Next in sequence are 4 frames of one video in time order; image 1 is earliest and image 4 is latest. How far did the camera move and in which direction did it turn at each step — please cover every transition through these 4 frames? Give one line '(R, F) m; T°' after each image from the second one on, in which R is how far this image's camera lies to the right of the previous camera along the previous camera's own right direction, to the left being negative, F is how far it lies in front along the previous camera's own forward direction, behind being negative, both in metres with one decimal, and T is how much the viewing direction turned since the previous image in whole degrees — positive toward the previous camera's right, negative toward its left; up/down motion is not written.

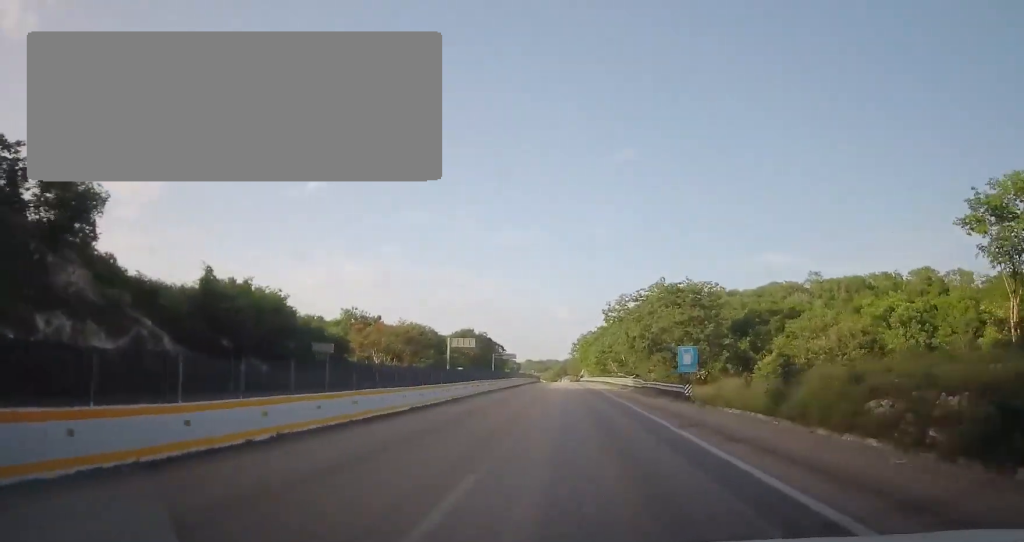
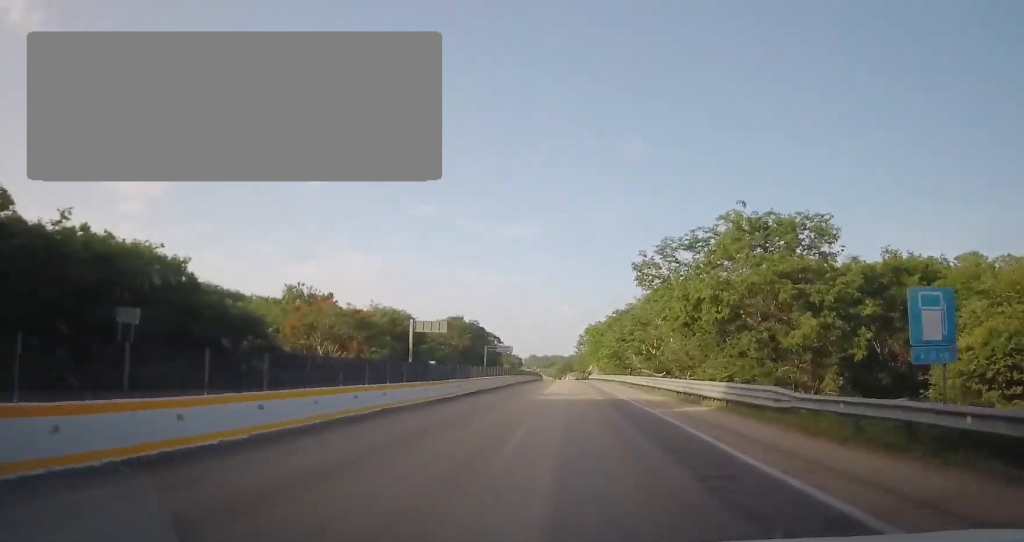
(-0.4, +25.6) m; 0°
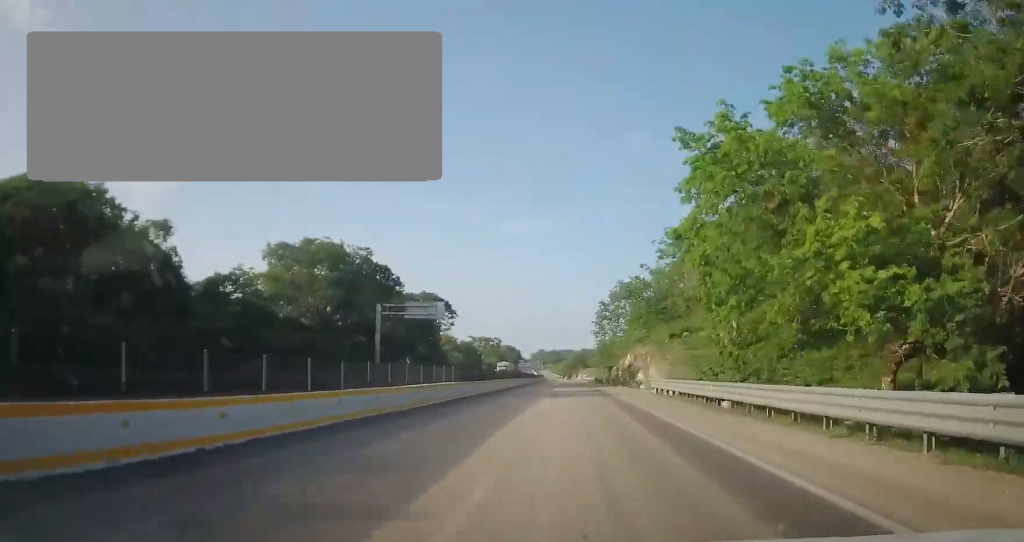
(-0.1, +84.8) m; 0°
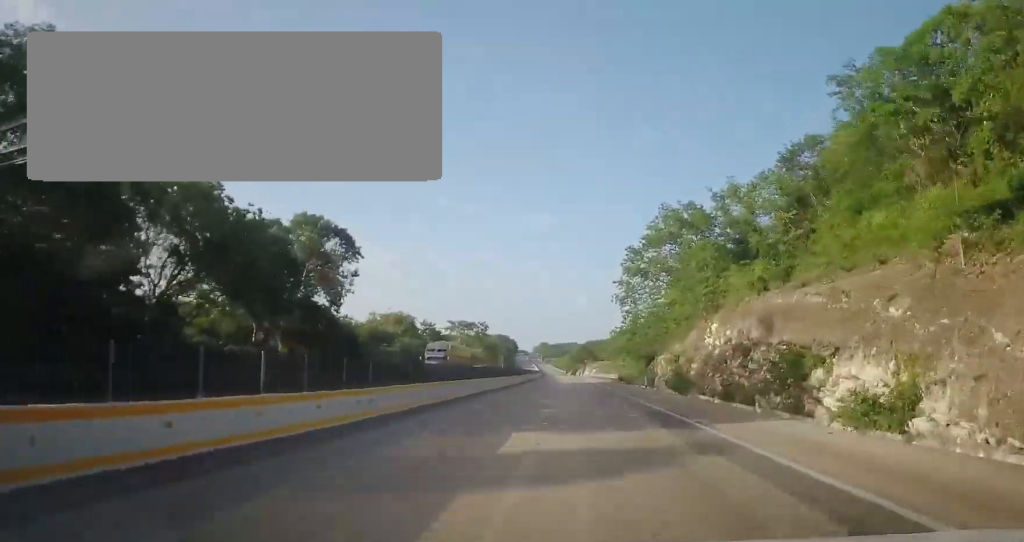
(-0.3, +45.4) m; -2°
